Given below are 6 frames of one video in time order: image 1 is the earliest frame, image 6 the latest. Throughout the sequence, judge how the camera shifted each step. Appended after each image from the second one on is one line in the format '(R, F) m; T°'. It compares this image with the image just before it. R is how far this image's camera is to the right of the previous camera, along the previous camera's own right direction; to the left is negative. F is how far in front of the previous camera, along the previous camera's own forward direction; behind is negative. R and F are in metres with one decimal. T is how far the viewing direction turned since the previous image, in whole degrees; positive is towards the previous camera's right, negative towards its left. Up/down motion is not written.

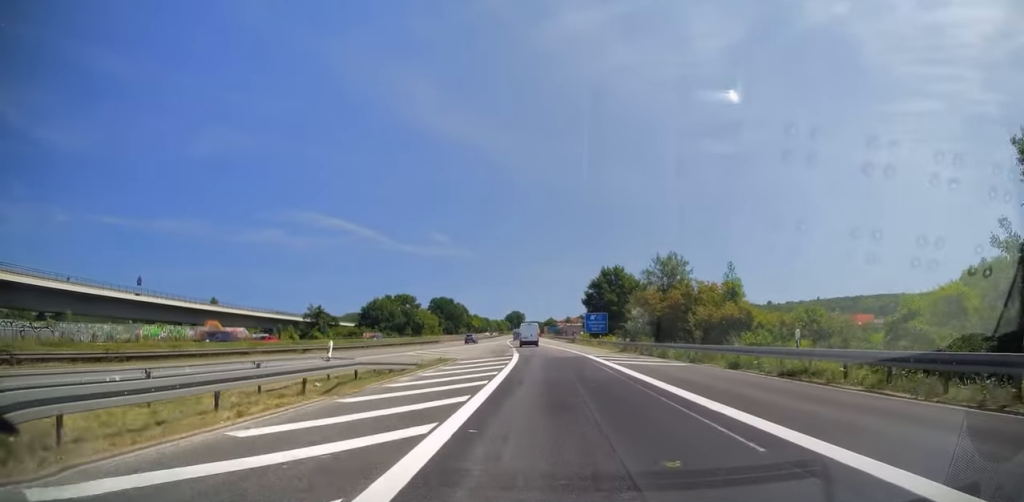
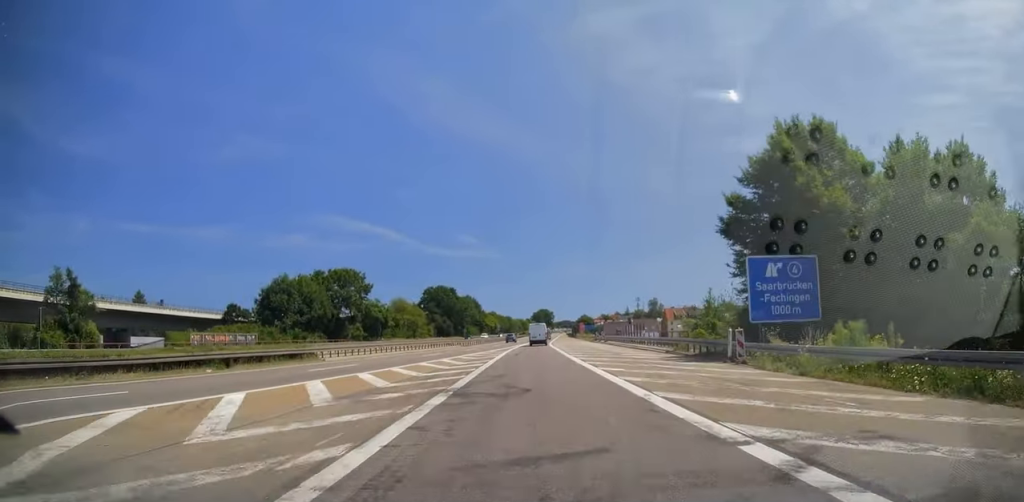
(-1.1, +68.2) m; -2°
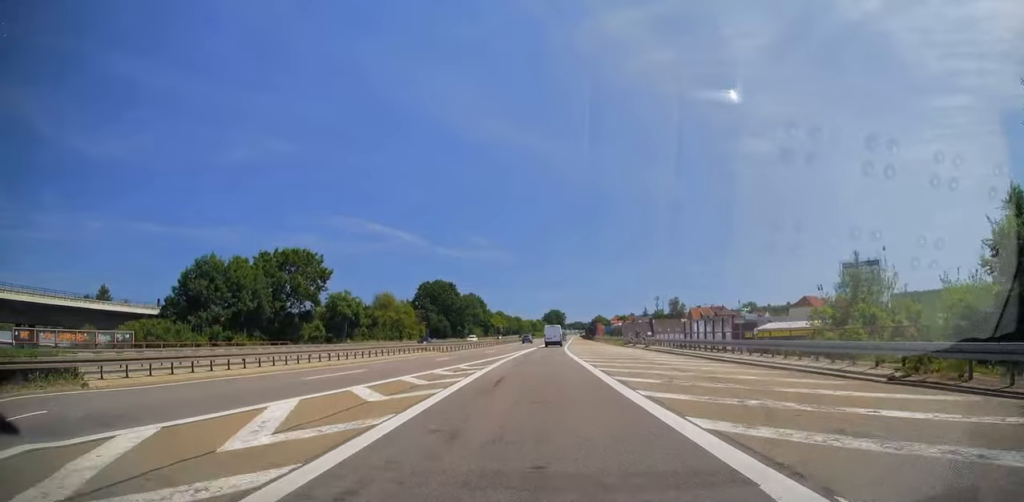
(+0.1, +23.4) m; -1°
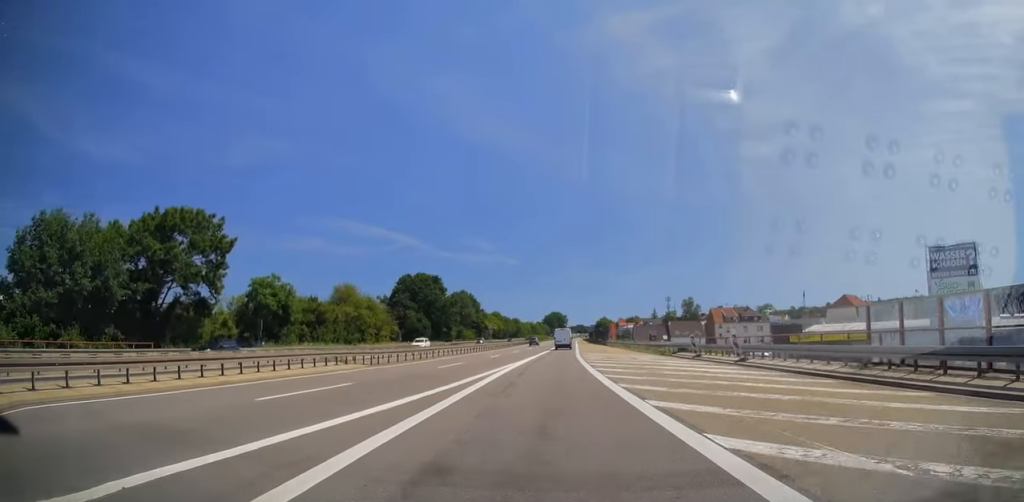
(-0.6, +25.1) m; -1°
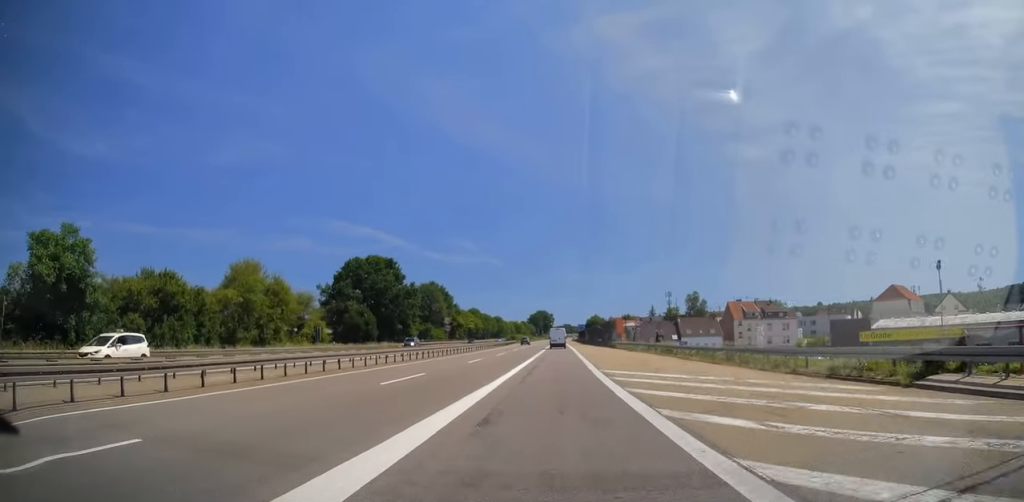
(+0.4, +30.3) m; +1°
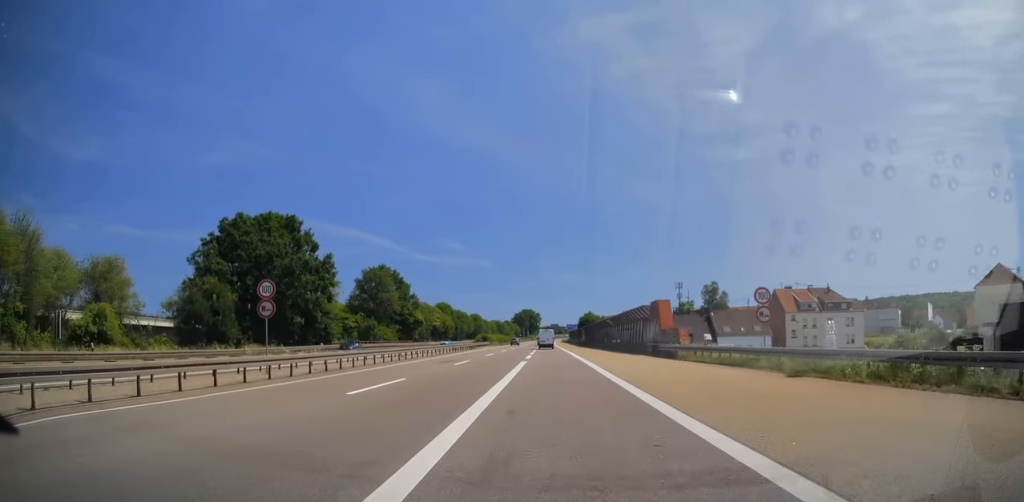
(0.0, +39.4) m; +1°
